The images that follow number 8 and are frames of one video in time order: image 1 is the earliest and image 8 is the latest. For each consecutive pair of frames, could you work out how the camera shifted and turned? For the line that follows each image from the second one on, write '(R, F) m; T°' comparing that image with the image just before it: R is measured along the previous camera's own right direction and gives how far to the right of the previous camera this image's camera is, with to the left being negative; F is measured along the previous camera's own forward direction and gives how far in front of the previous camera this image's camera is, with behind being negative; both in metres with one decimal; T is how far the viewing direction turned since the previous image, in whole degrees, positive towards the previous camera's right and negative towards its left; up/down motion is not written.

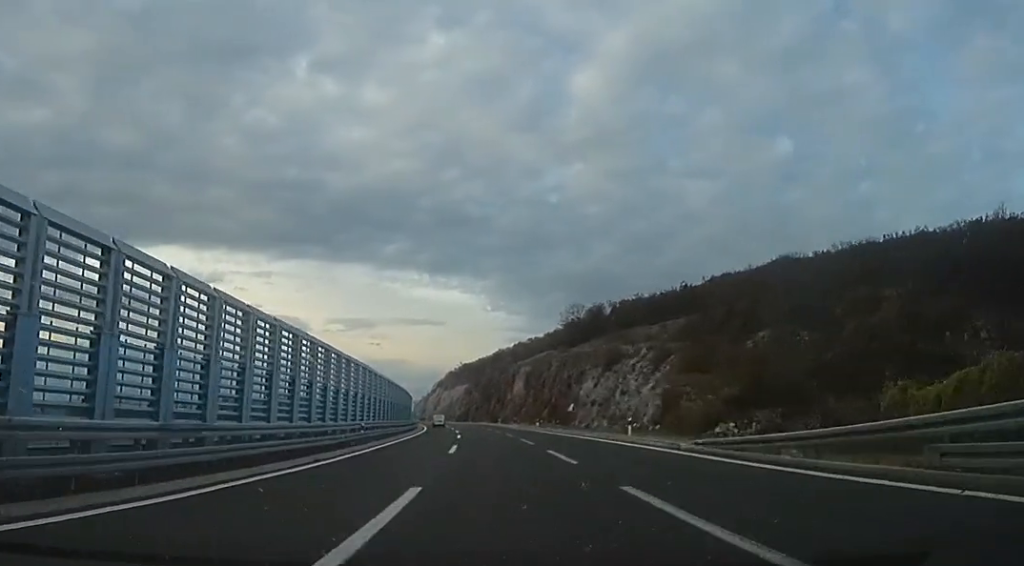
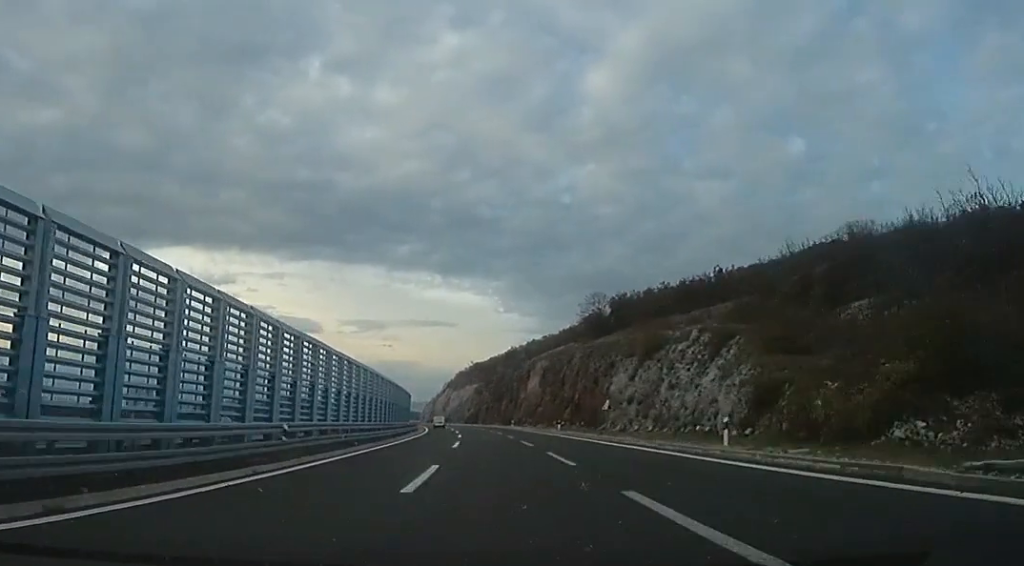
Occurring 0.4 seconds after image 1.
(-0.6, +12.4) m; -2°
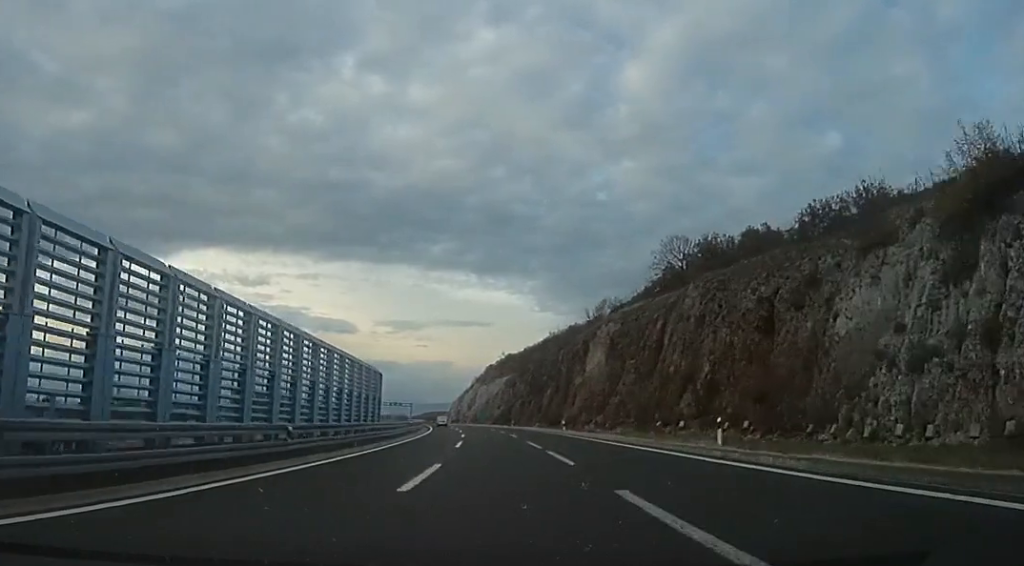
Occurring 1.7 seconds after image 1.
(-1.5, +35.7) m; -2°
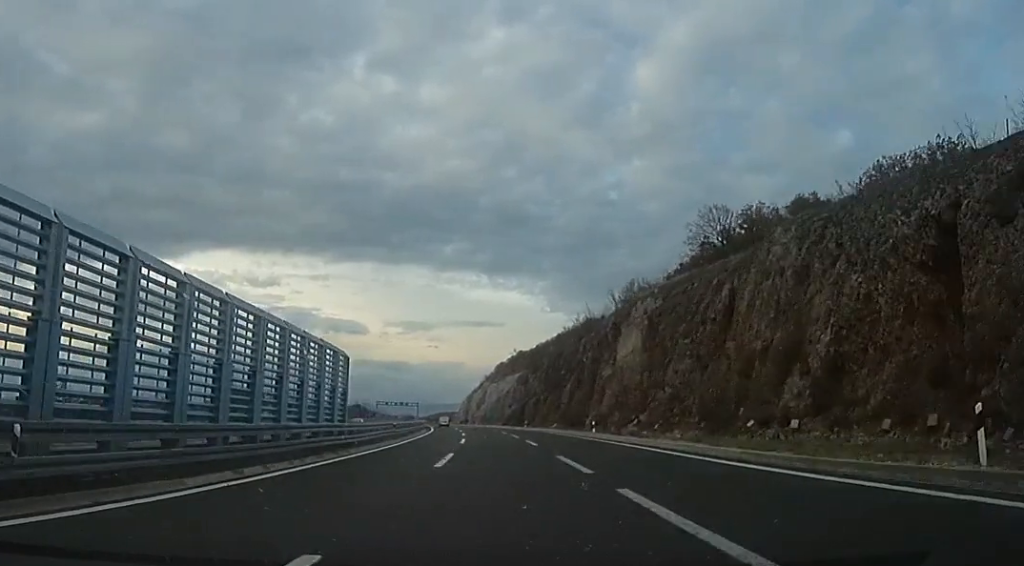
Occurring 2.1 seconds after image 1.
(0.0, +11.9) m; 0°
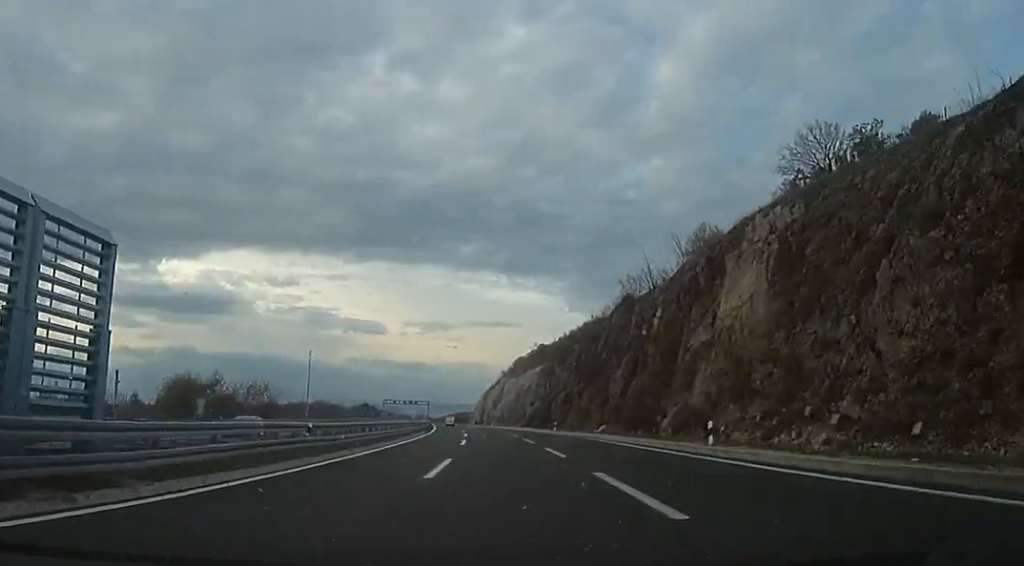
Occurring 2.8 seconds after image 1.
(0.0, +20.9) m; 0°
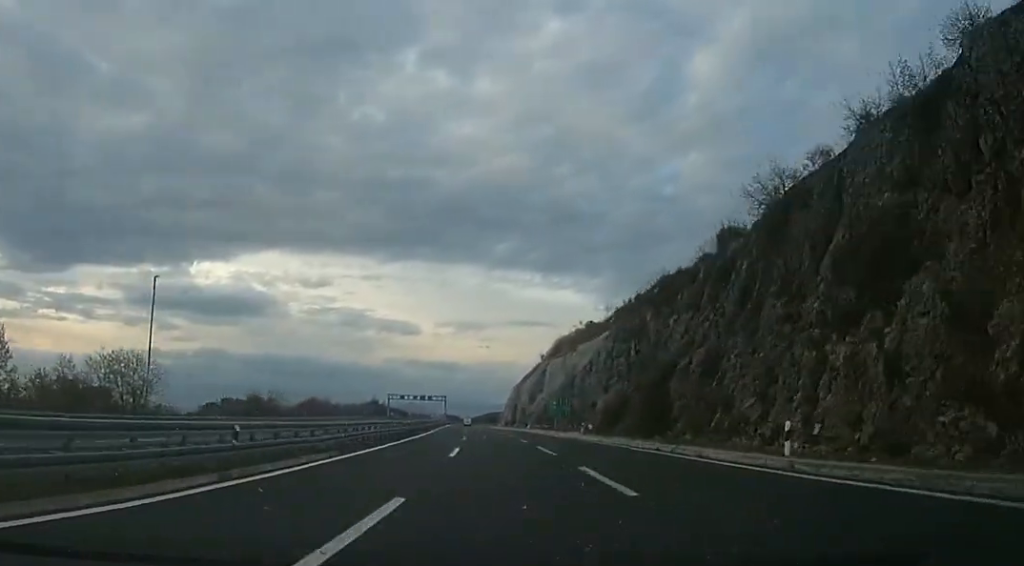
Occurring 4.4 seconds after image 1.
(-1.4, +45.7) m; -5°
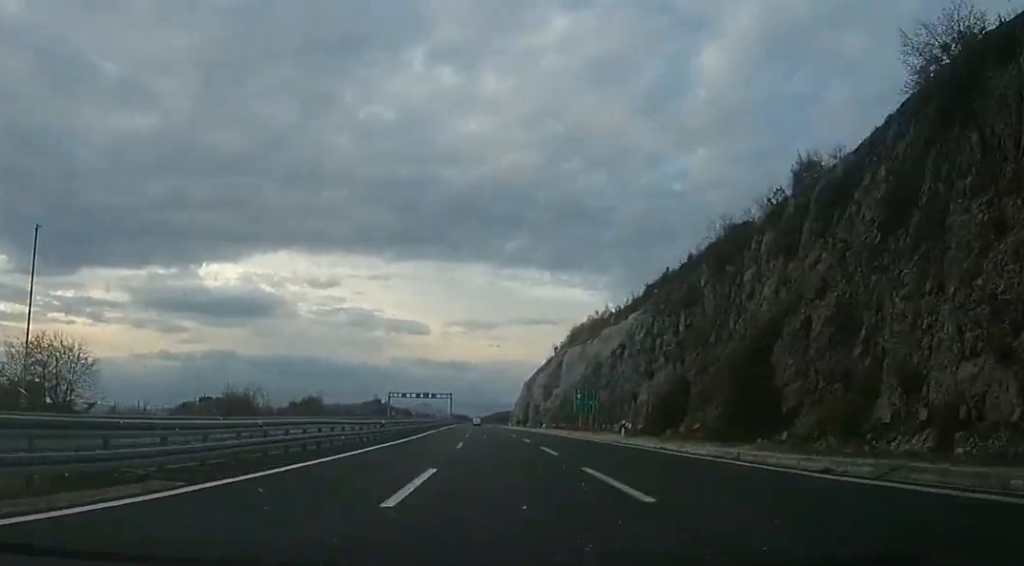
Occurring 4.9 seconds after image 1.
(-0.5, +12.9) m; -2°
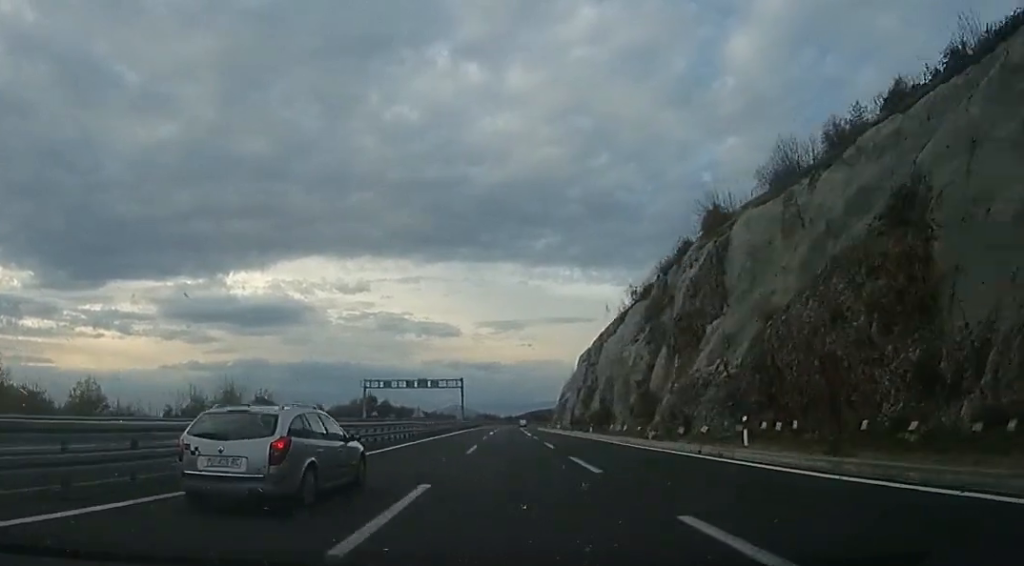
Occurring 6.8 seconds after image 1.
(-2.8, +55.3) m; -4°
